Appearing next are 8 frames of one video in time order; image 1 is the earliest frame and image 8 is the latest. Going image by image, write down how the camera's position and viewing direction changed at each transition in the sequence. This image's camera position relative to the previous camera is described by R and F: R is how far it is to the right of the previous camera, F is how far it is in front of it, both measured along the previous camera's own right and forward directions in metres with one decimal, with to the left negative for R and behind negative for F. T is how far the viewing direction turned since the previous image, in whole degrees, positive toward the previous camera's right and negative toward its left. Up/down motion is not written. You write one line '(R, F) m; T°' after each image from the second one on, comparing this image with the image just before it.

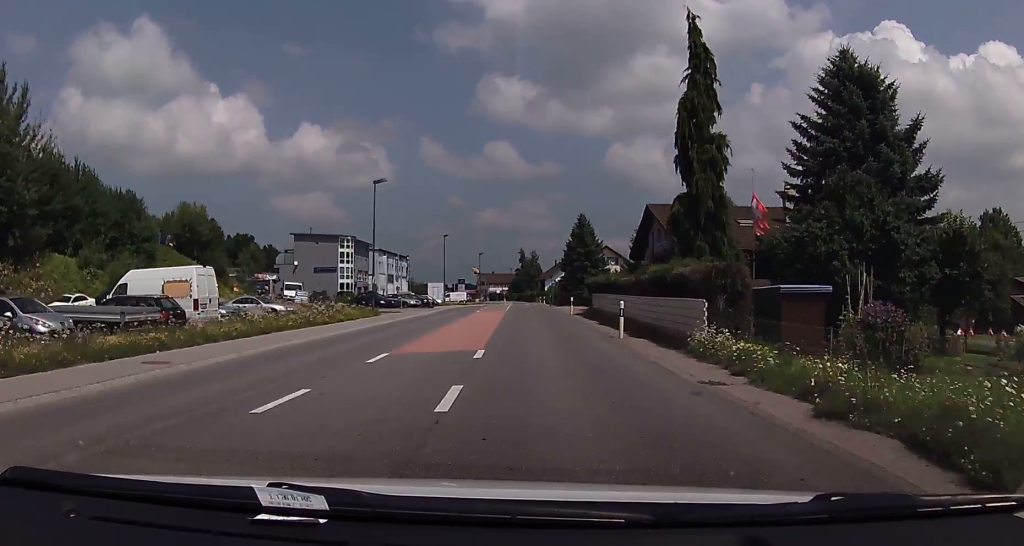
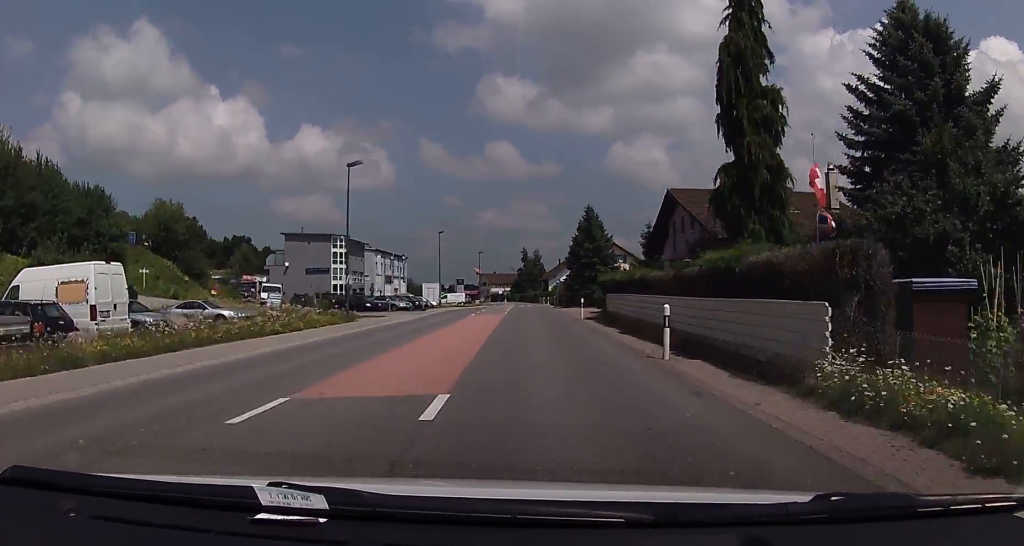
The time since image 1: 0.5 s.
(0.0, +6.5) m; 0°
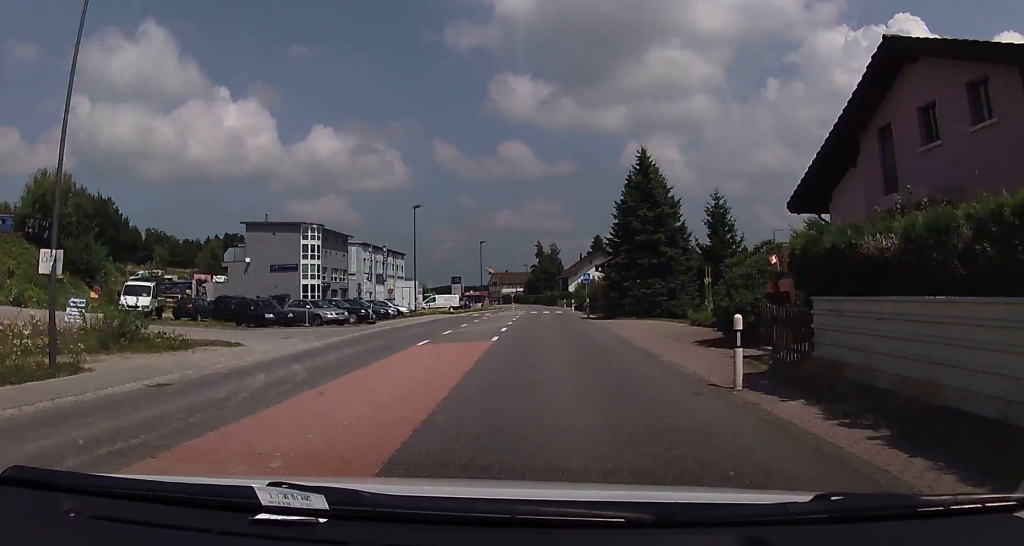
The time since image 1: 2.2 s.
(0.0, +24.1) m; -1°
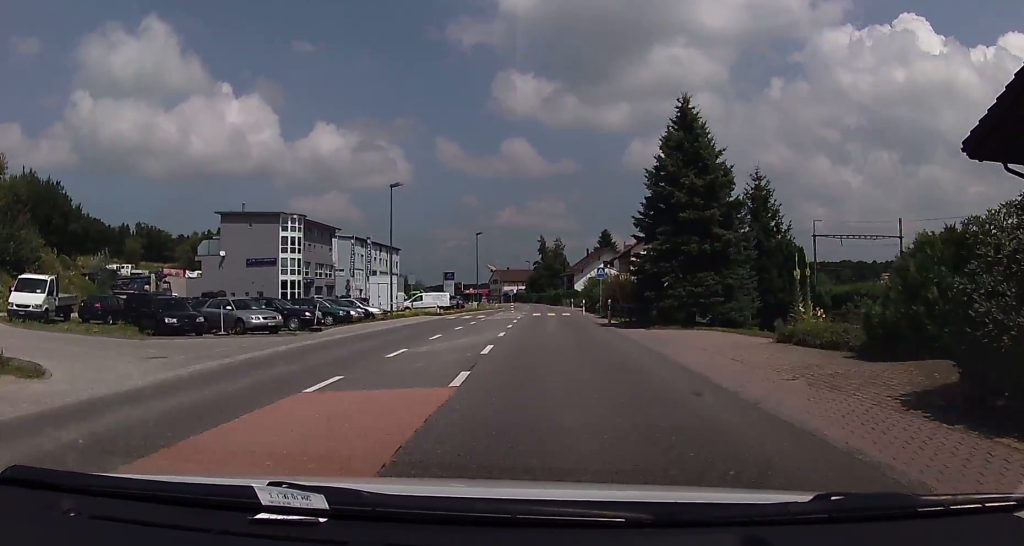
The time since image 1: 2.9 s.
(-0.1, +9.7) m; 0°
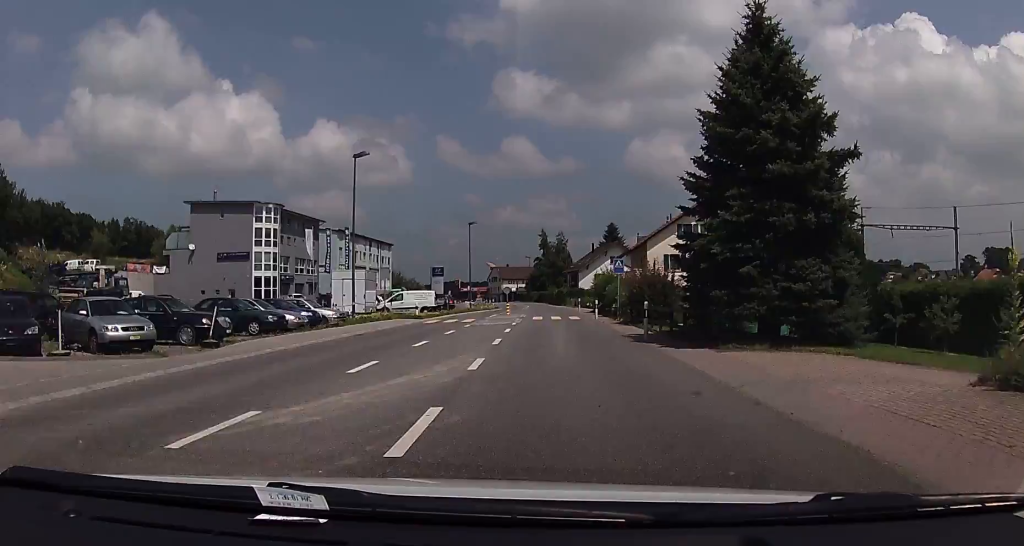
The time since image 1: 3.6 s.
(-0.1, +9.2) m; 0°
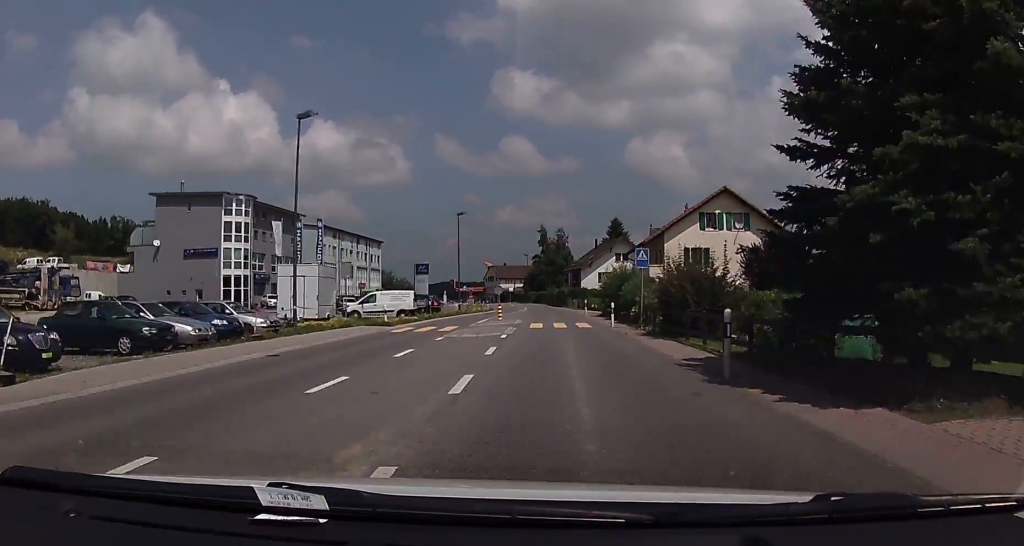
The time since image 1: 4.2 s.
(+0.1, +8.3) m; +1°
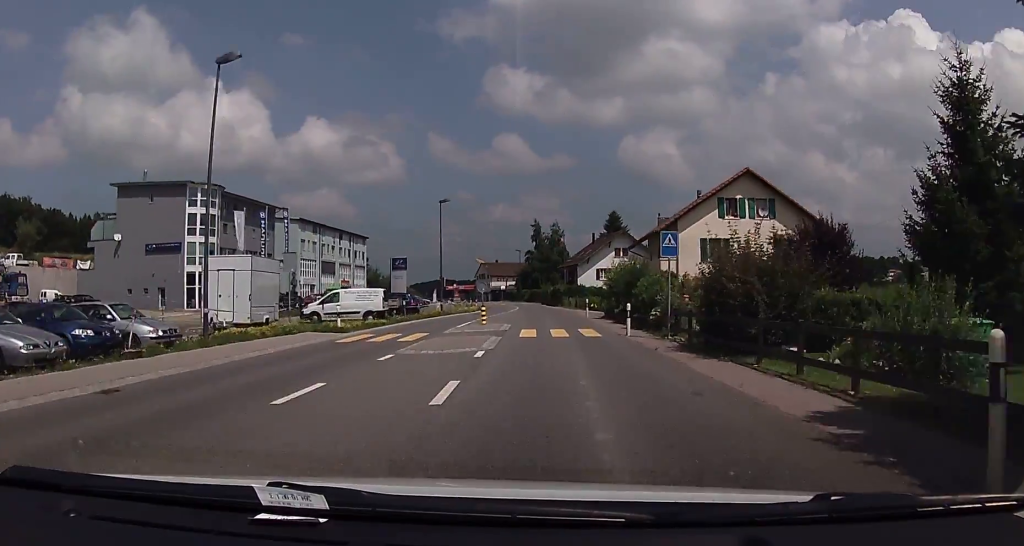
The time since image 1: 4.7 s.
(0.0, +6.9) m; 0°
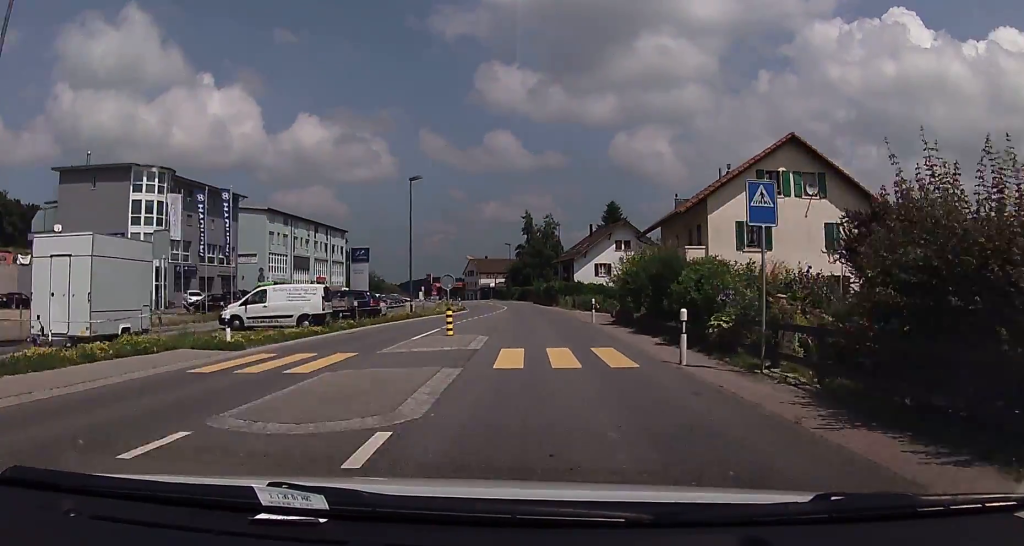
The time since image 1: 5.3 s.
(0.0, +9.2) m; 0°
